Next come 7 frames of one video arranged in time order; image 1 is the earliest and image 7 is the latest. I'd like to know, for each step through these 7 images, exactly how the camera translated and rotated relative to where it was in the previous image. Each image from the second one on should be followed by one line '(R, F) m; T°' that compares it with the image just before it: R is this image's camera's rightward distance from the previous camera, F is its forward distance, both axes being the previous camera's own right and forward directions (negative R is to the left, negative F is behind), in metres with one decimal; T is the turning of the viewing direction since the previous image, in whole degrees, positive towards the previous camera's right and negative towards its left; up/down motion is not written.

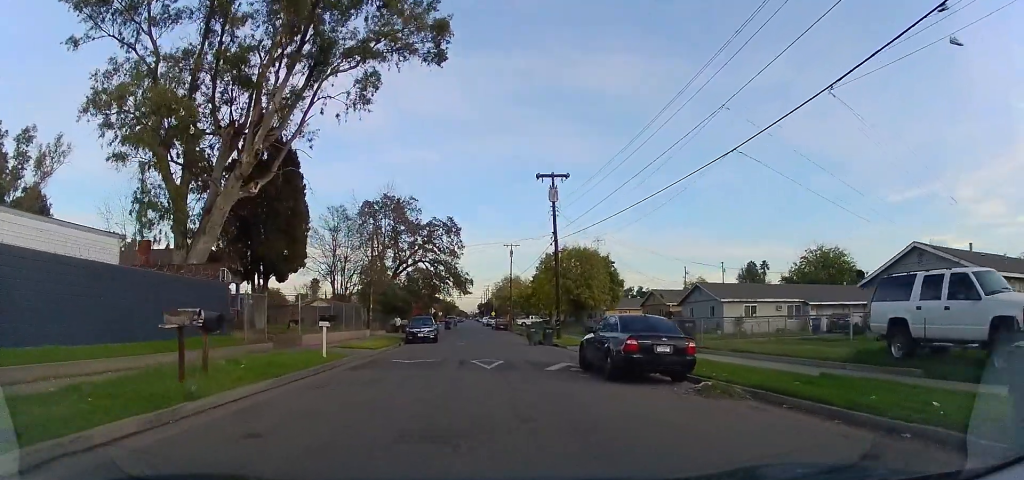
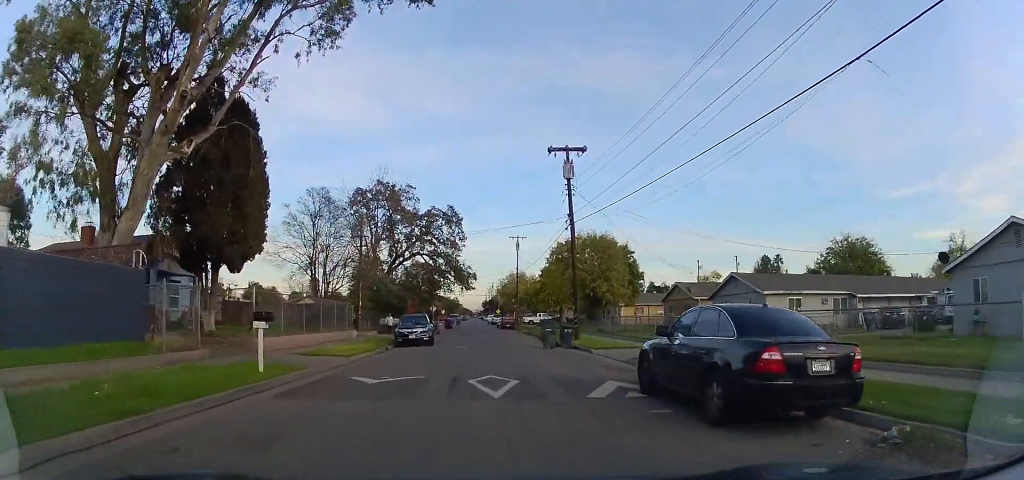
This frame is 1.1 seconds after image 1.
(+0.4, +5.8) m; -1°
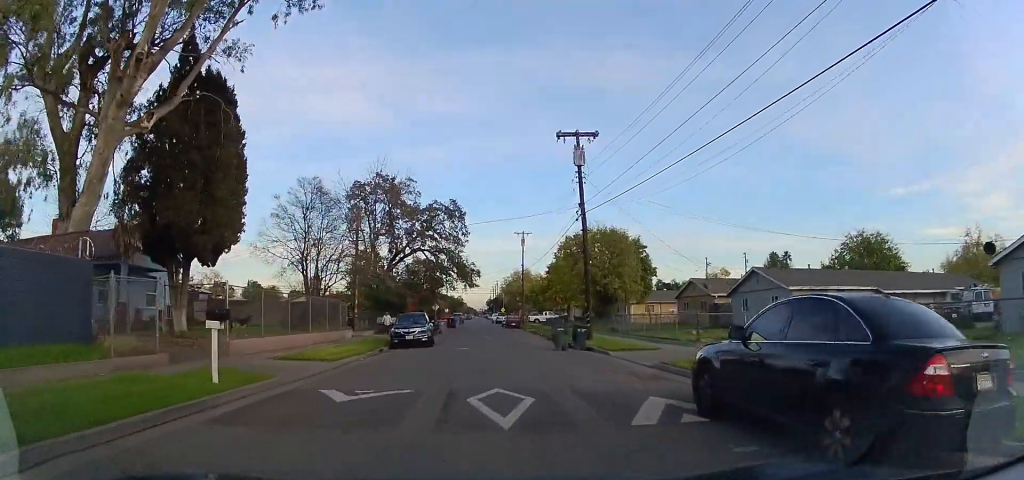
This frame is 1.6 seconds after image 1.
(-0.2, +2.6) m; -3°
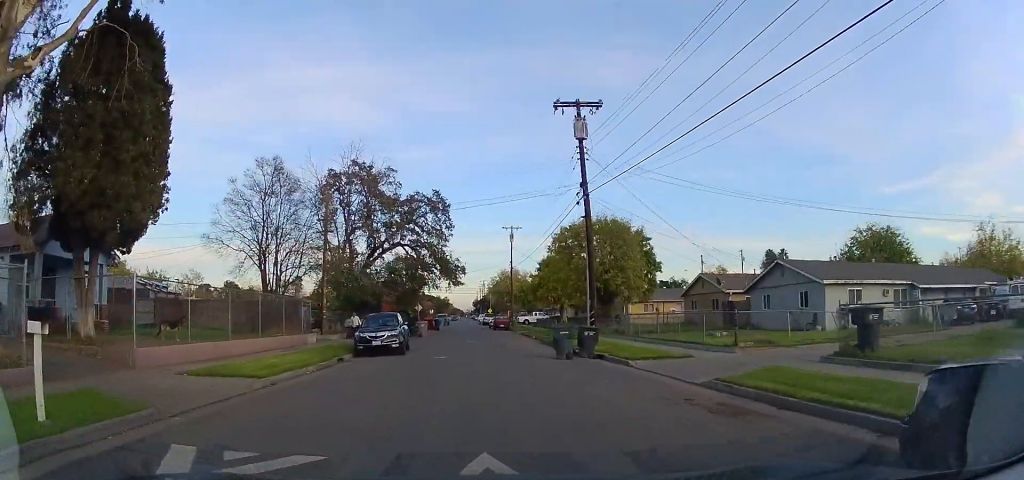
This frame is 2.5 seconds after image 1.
(-0.2, +4.9) m; +2°
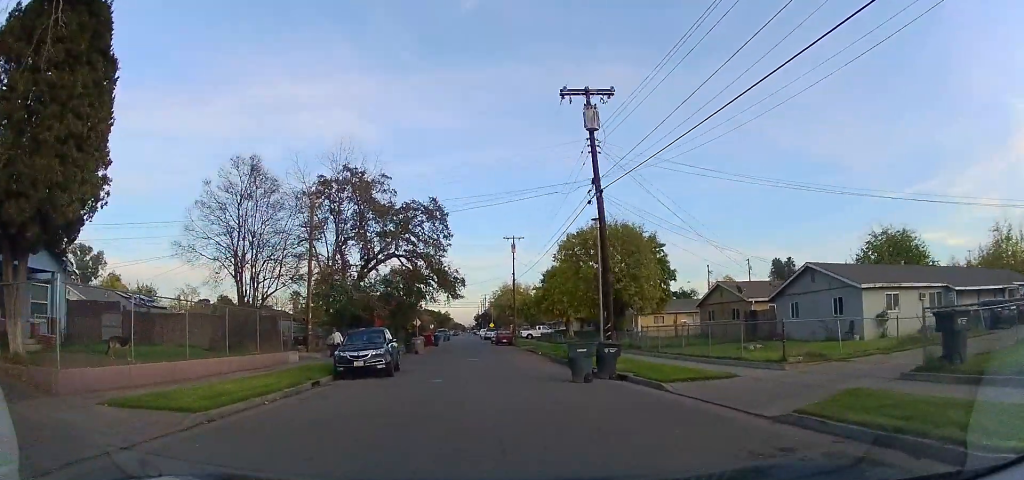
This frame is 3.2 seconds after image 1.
(+0.1, +3.2) m; +2°
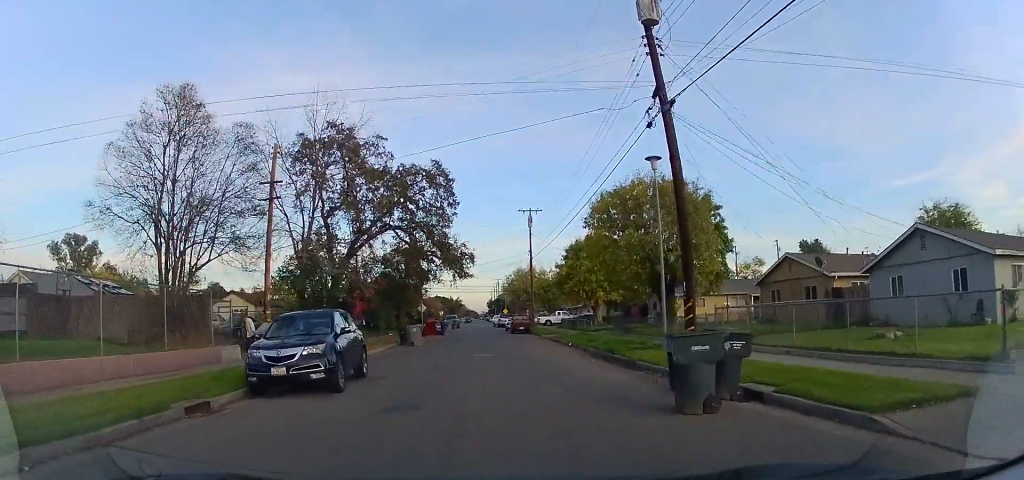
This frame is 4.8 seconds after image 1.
(-0.1, +7.3) m; -6°
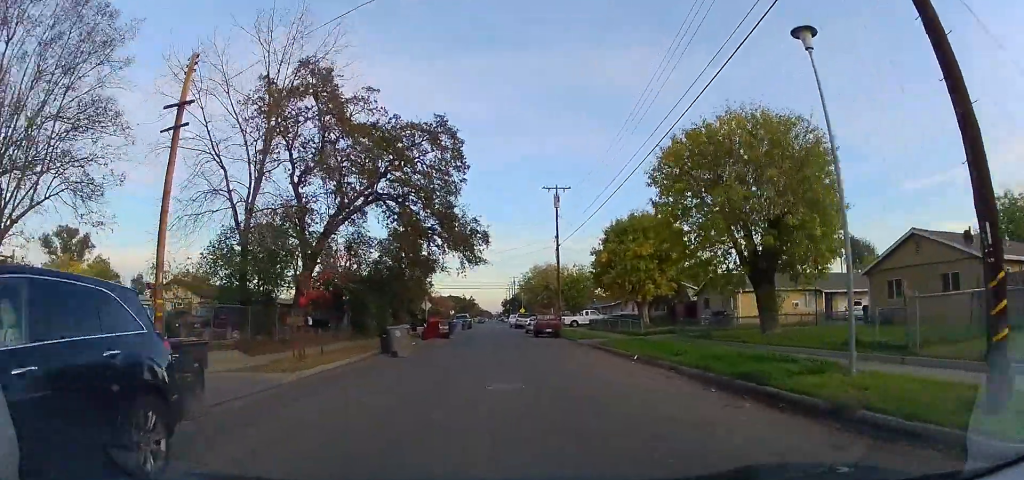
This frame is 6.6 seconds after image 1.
(-0.1, +8.8) m; 0°
